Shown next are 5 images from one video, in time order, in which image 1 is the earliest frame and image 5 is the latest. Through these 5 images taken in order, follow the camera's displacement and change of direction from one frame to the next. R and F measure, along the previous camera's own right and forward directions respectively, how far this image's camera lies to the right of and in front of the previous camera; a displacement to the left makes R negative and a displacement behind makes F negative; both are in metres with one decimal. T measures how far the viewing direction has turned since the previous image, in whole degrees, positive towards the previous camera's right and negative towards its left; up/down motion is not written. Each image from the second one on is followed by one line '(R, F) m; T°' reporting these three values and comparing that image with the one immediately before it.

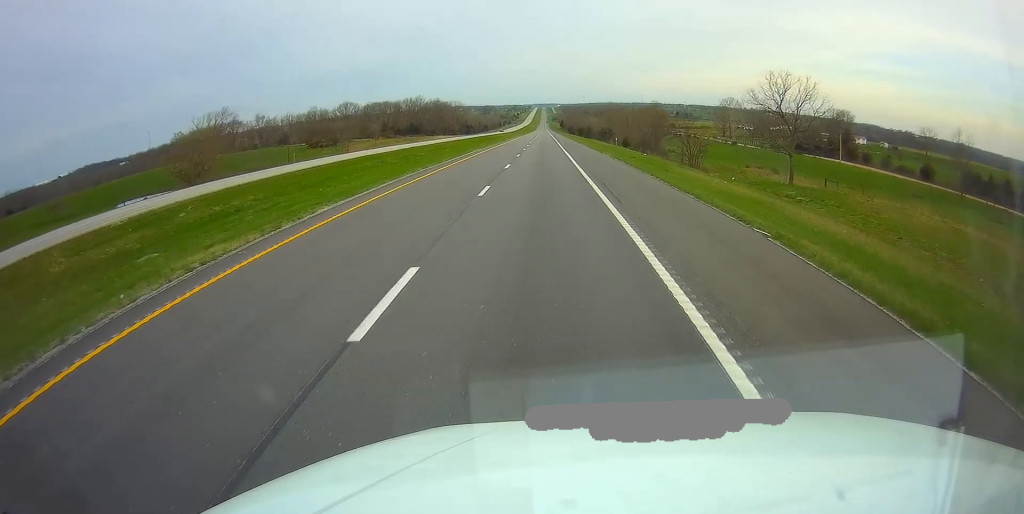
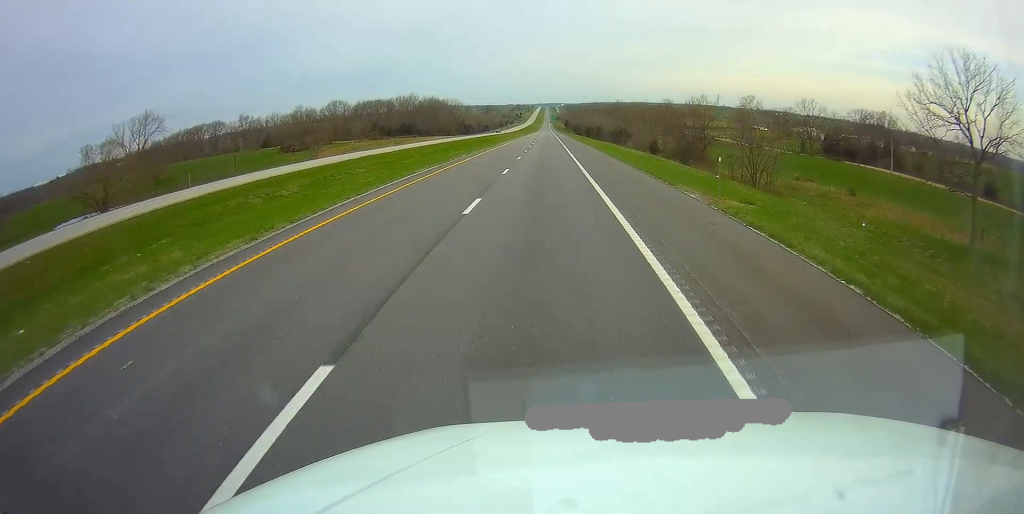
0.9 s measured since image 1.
(-0.2, +28.1) m; 0°
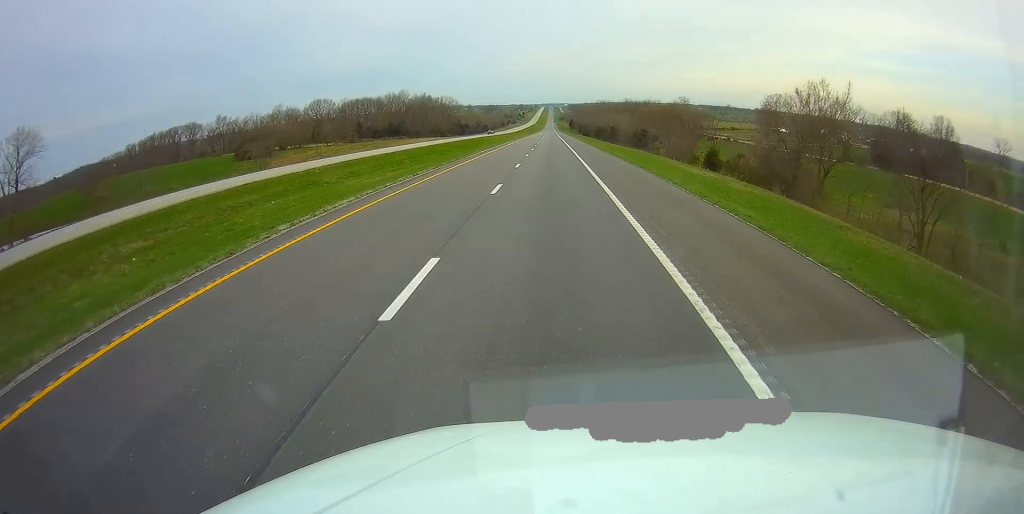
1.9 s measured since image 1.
(0.0, +32.3) m; 0°
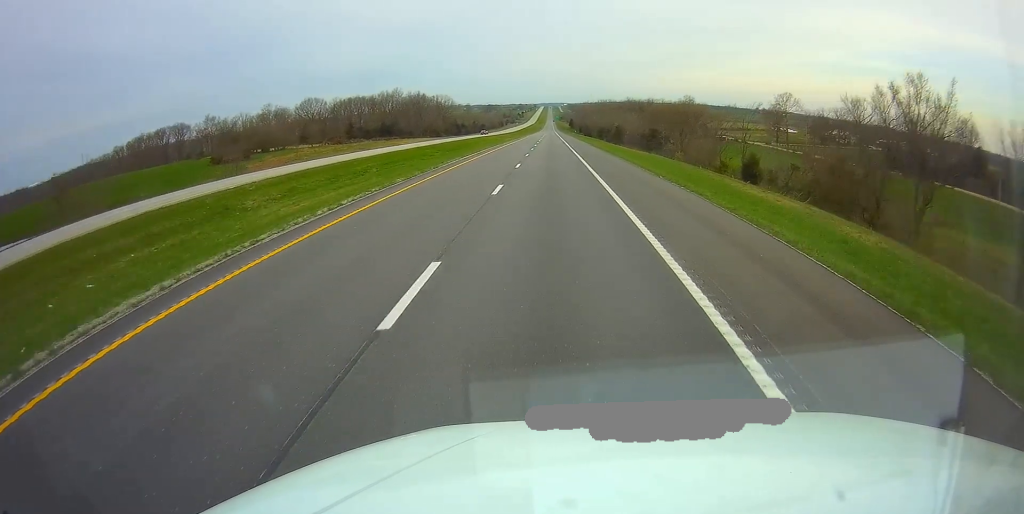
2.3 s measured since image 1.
(+0.1, +12.5) m; 0°
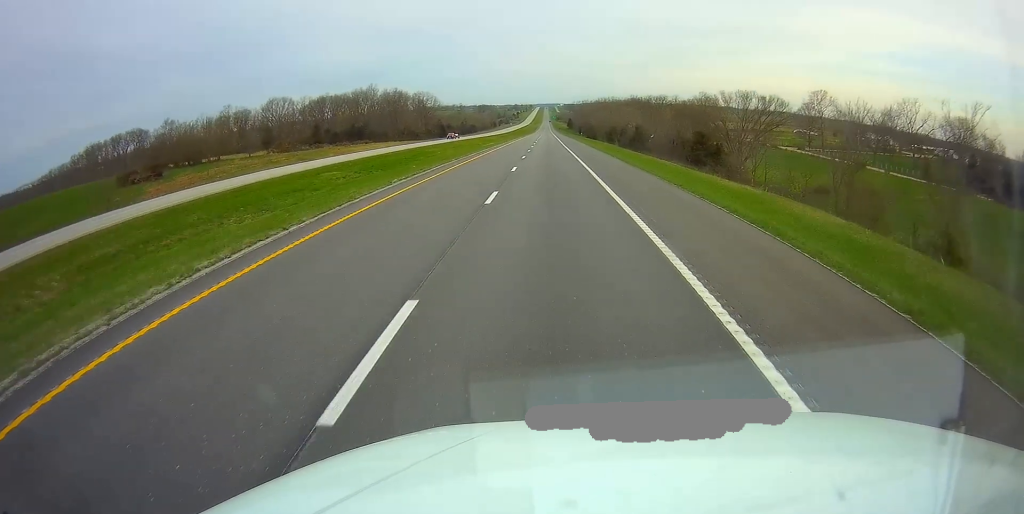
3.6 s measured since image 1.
(0.0, +38.6) m; 0°
